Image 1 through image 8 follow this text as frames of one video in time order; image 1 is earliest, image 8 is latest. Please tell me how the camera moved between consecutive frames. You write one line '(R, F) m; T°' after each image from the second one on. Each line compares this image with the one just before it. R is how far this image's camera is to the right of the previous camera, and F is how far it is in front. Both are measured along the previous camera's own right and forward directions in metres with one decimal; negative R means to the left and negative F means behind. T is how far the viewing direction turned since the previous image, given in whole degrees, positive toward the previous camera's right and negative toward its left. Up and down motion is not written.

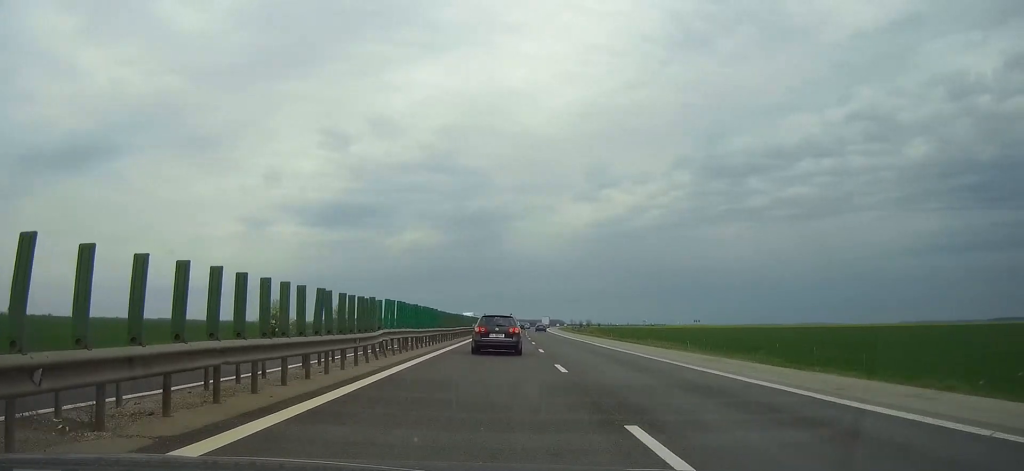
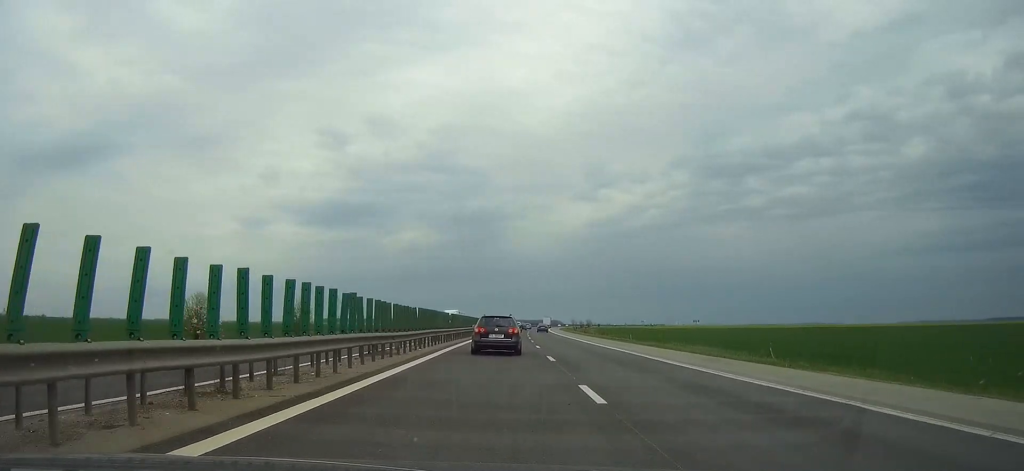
(0.0, +18.6) m; 0°
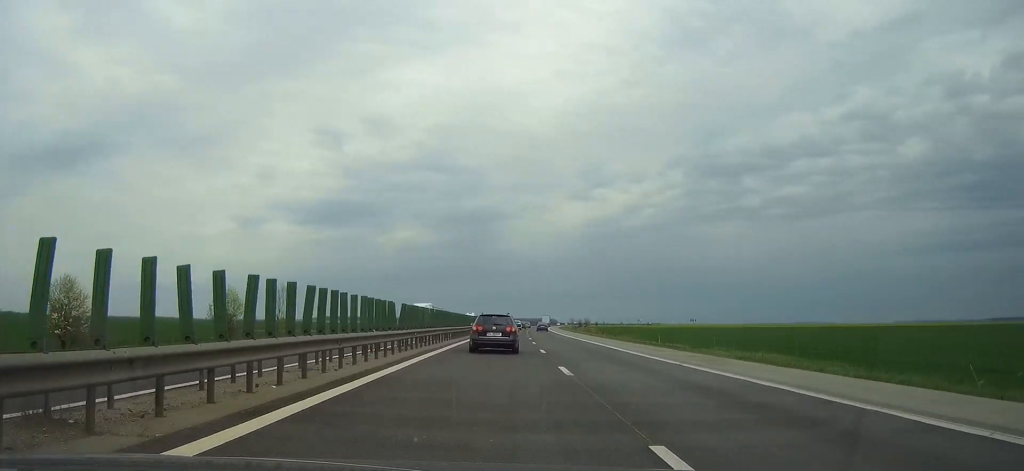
(0.0, +18.7) m; 0°
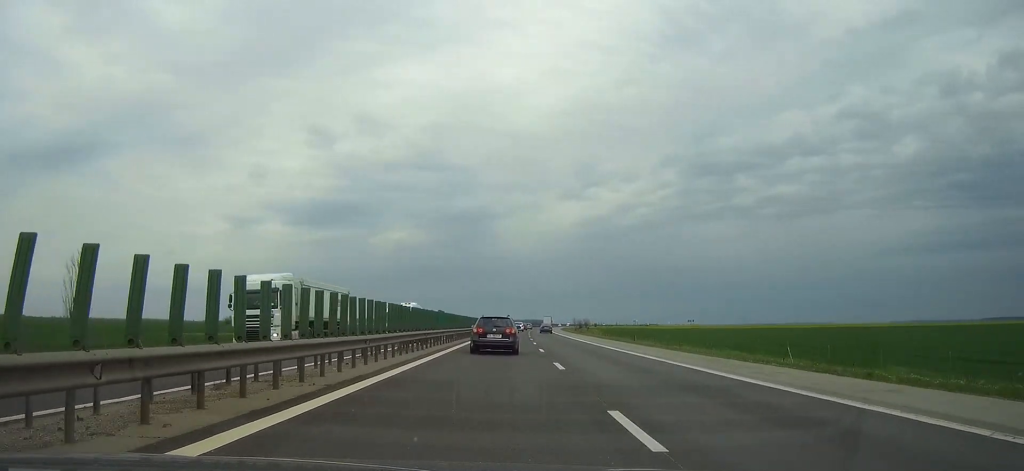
(+0.2, +33.3) m; +1°
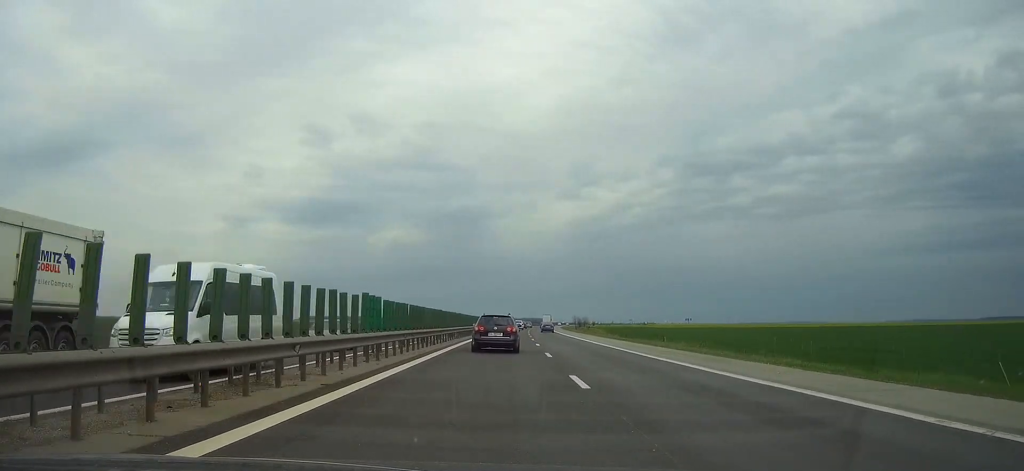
(+0.1, +17.8) m; 0°
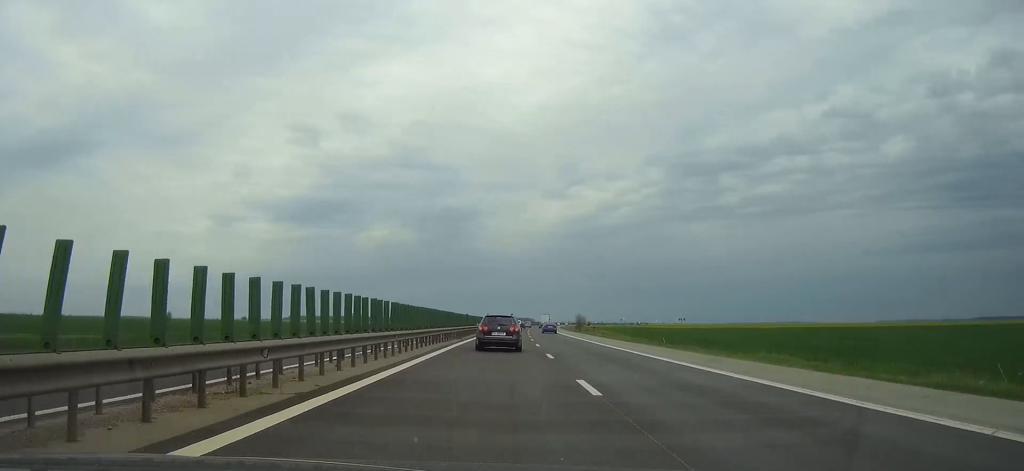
(+0.3, +49.3) m; +1°
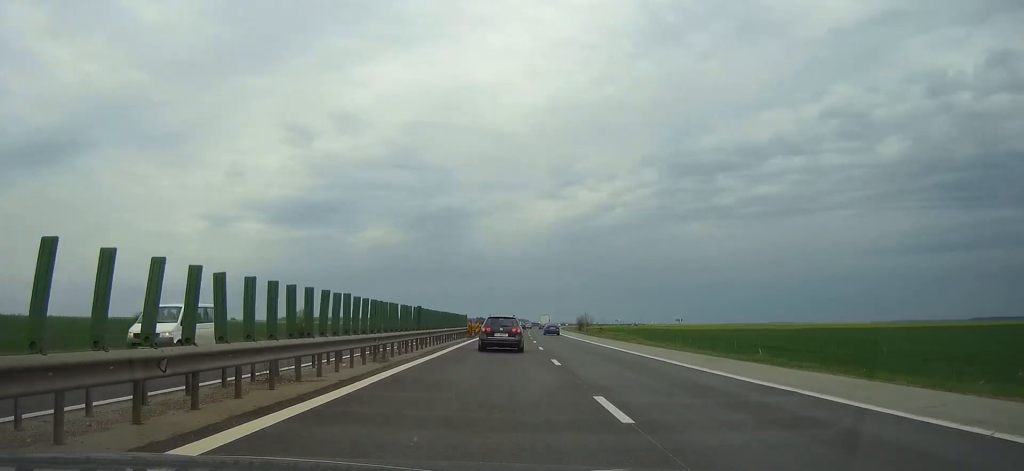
(+0.2, +26.7) m; +1°
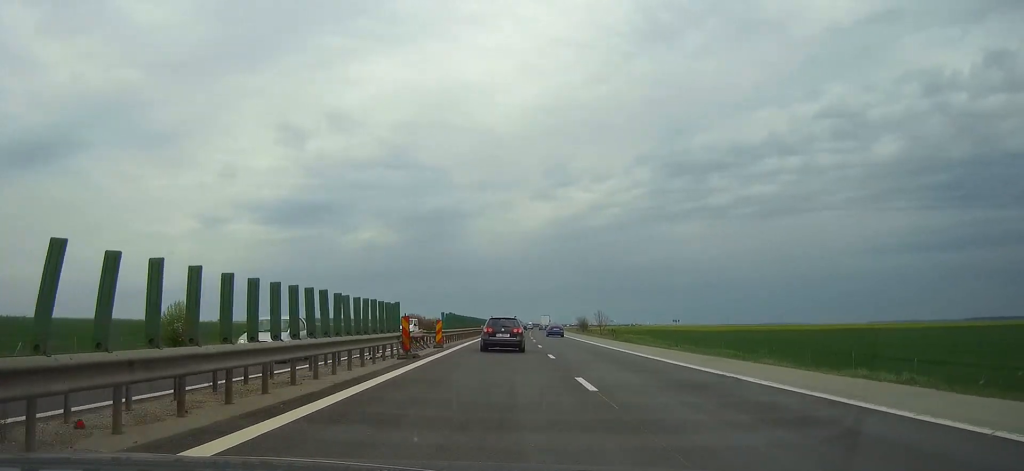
(+1.6, +62.1) m; +3°
